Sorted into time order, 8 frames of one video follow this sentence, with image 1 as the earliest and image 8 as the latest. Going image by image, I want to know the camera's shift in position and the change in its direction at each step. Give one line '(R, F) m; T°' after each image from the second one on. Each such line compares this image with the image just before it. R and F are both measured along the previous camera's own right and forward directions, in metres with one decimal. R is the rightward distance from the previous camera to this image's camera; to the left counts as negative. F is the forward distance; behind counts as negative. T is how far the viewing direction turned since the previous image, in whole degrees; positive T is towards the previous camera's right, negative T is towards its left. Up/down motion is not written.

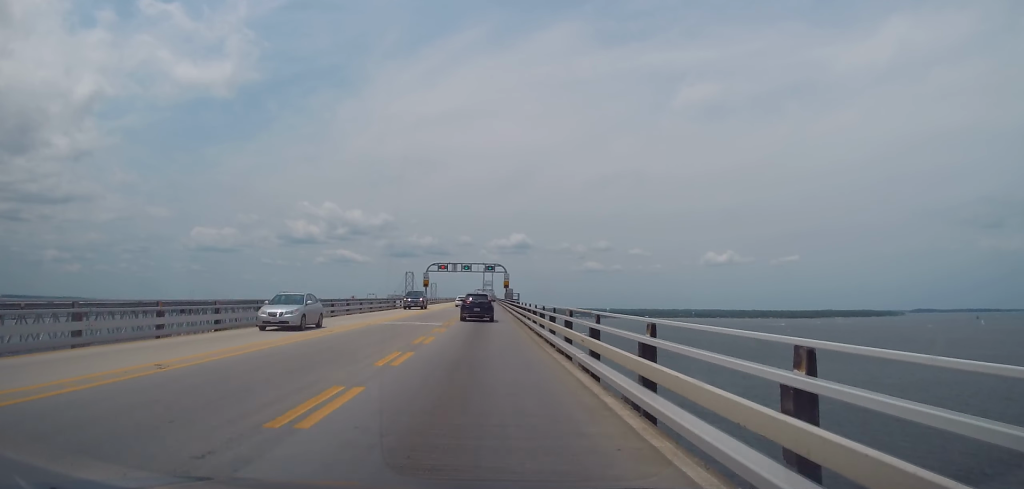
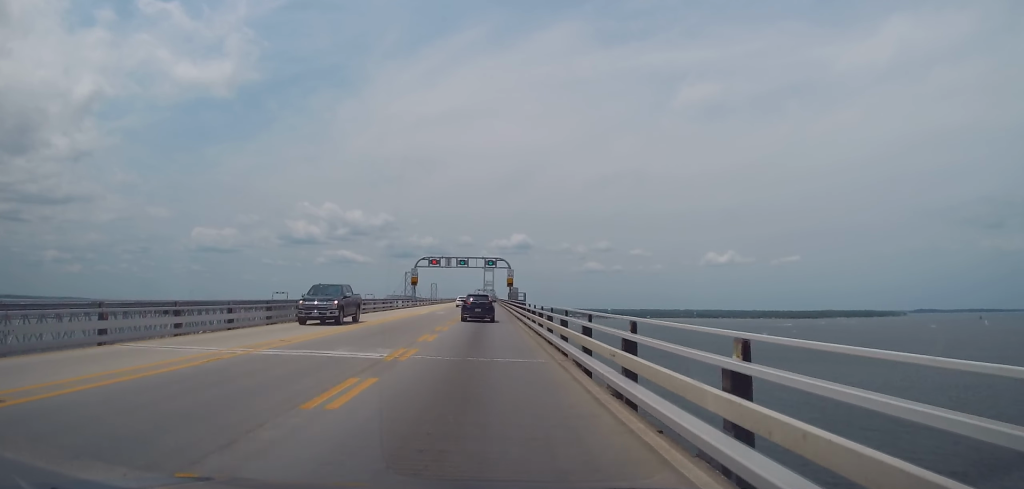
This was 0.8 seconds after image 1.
(-0.1, +17.1) m; -1°
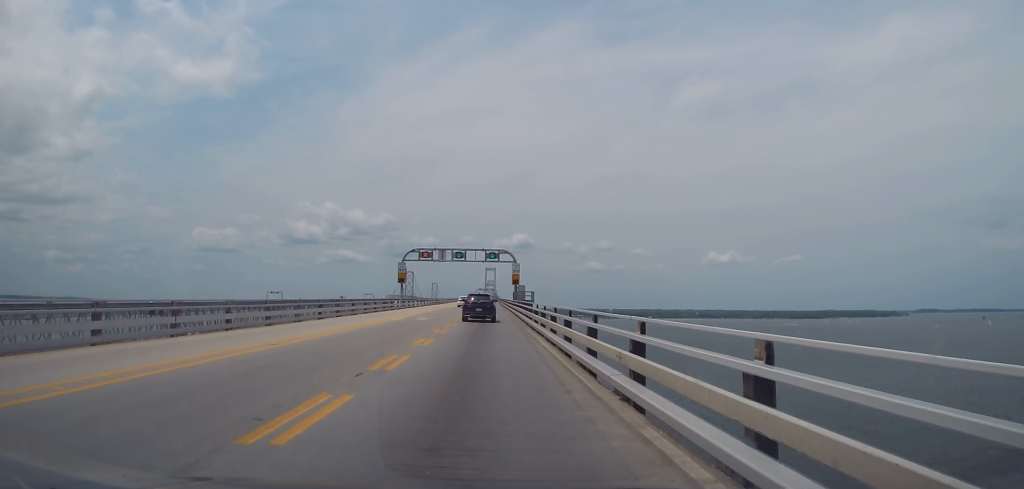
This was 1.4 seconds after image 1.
(-0.3, +14.2) m; 0°
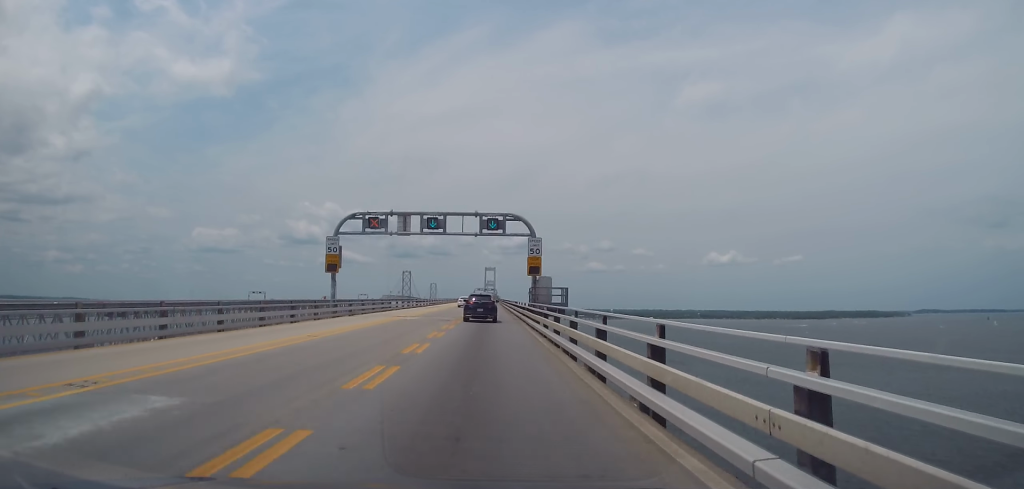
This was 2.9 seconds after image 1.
(+0.7, +33.0) m; +2°
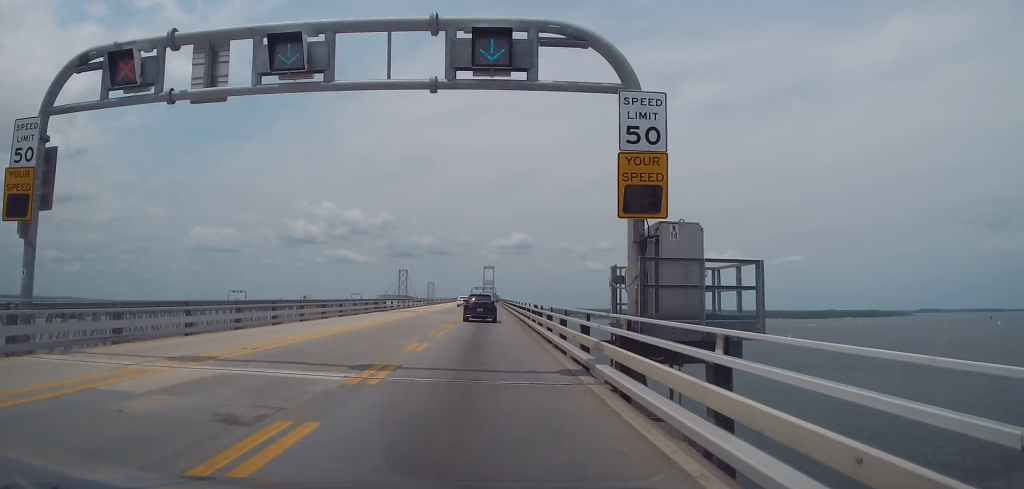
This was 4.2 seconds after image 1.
(+0.1, +30.0) m; 0°
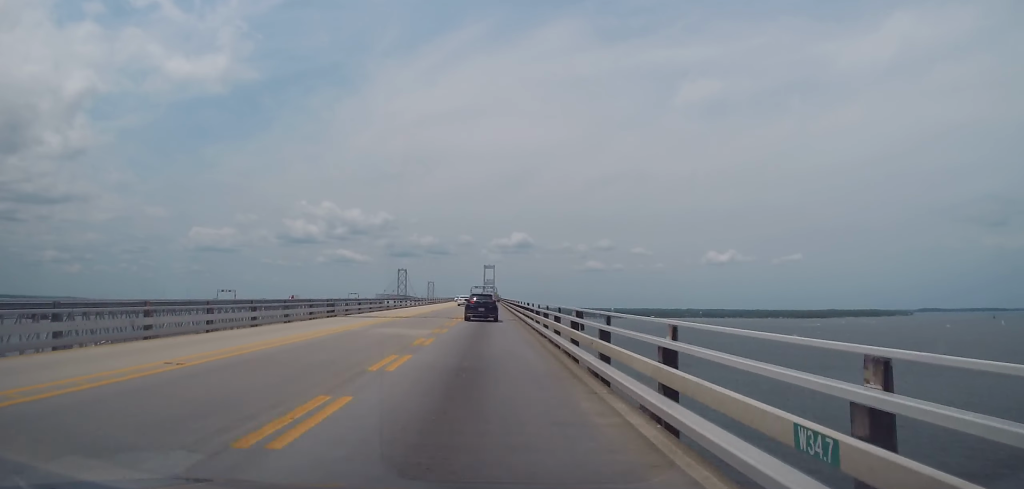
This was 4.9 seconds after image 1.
(-0.1, +16.5) m; -1°
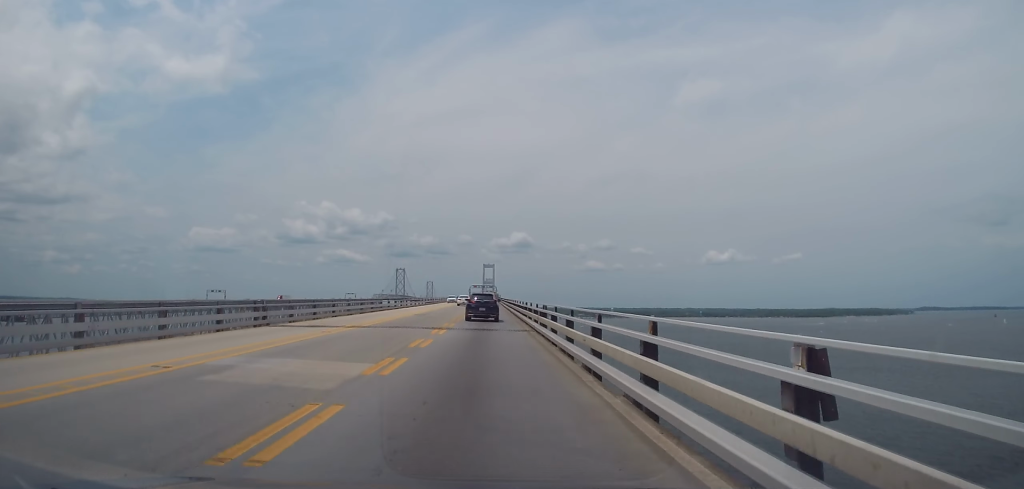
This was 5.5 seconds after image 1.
(0.0, +12.8) m; -1°
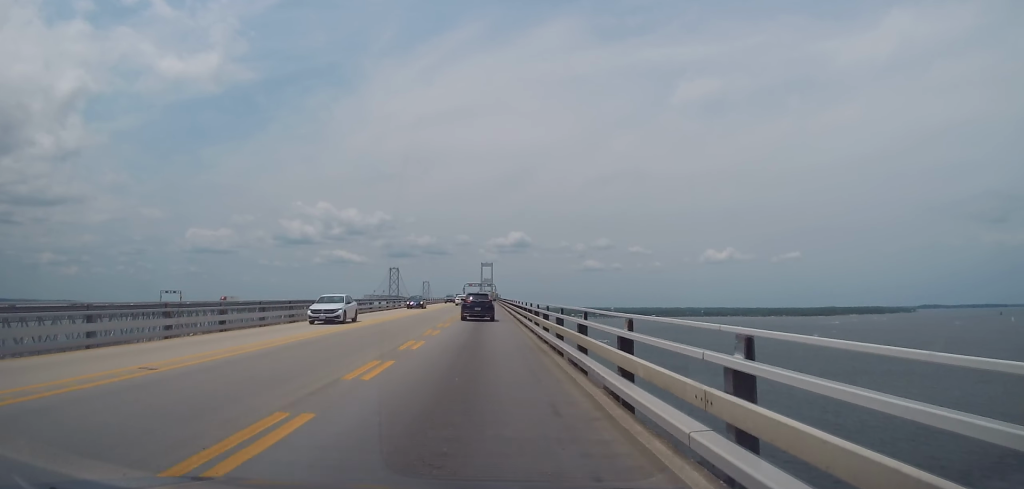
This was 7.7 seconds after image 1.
(+0.6, +49.4) m; +2°
